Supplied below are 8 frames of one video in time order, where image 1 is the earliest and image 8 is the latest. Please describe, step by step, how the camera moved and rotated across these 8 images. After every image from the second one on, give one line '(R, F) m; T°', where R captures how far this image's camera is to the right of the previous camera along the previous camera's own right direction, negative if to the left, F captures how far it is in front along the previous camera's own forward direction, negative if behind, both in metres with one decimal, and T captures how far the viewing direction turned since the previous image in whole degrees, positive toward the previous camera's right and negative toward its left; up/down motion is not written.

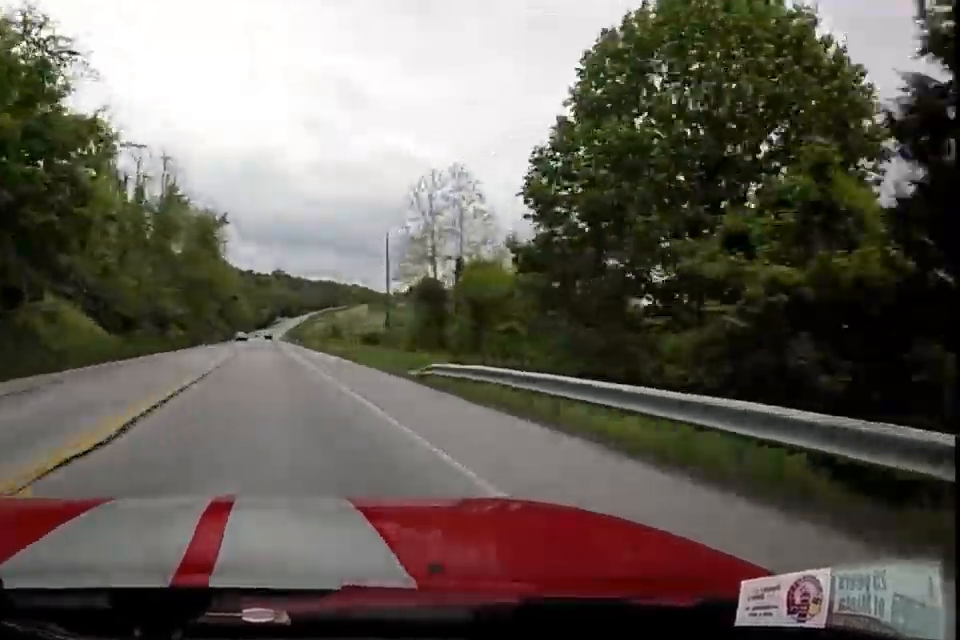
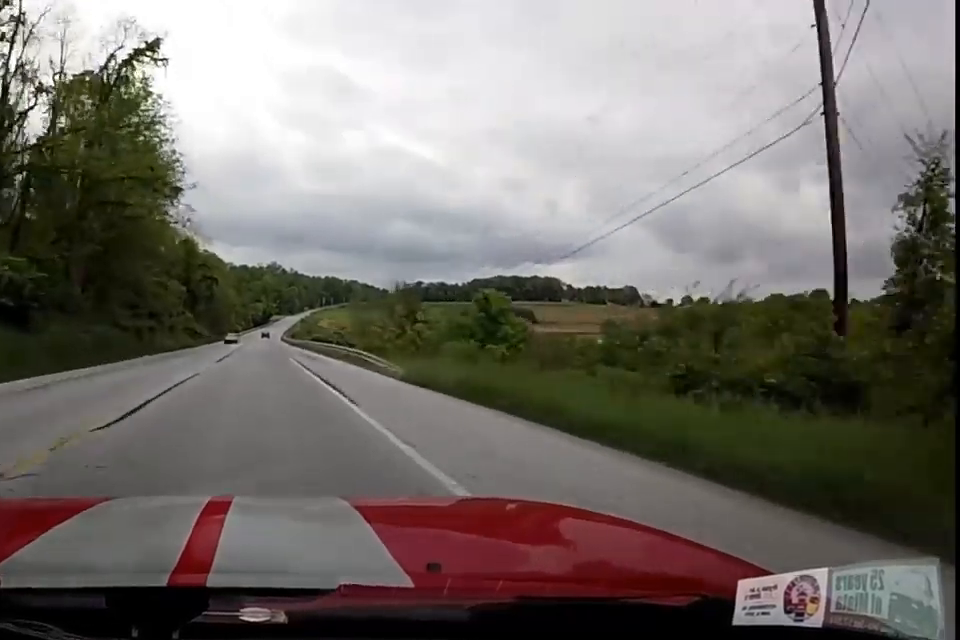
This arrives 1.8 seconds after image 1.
(-0.1, +50.9) m; -1°
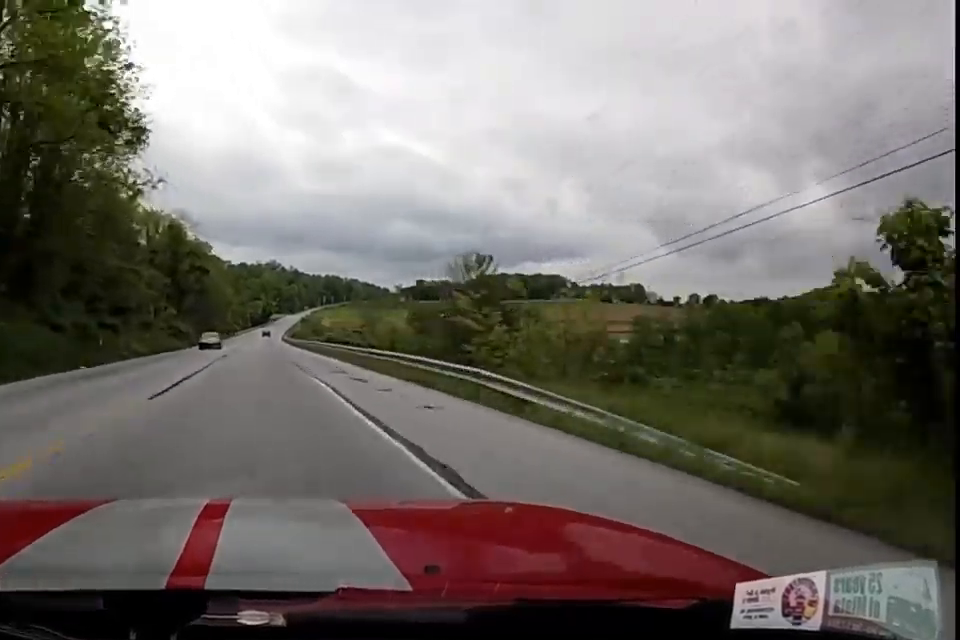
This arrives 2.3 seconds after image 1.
(+0.2, +15.2) m; -1°
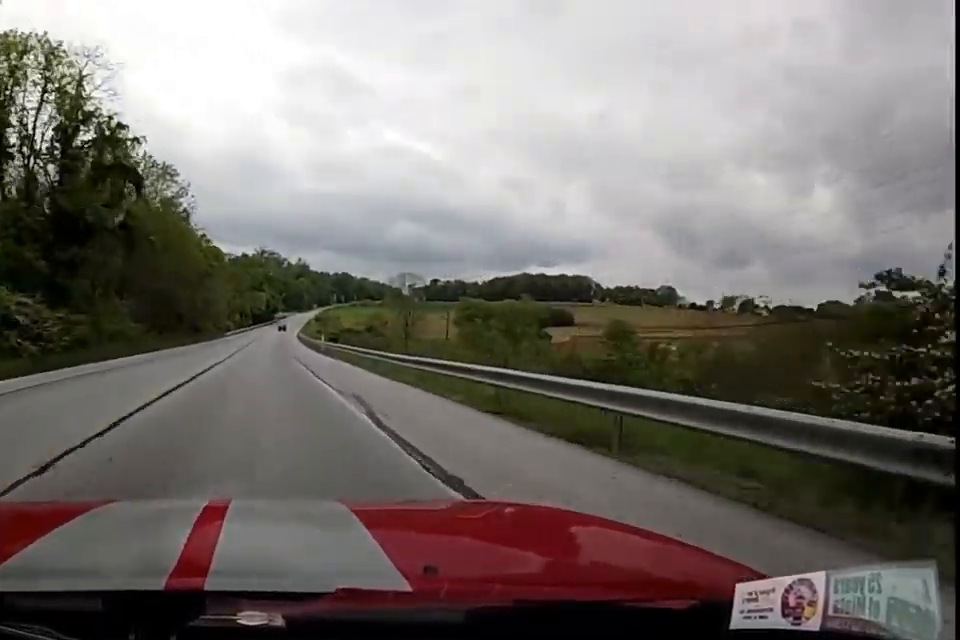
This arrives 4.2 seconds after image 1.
(-0.3, +52.9) m; +1°
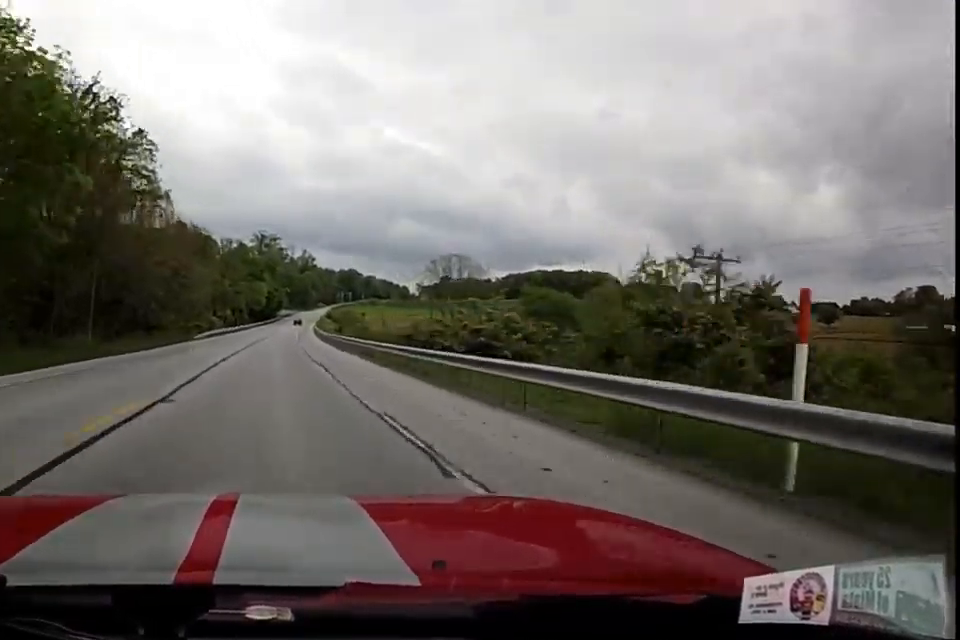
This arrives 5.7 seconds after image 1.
(+0.4, +43.1) m; +1°
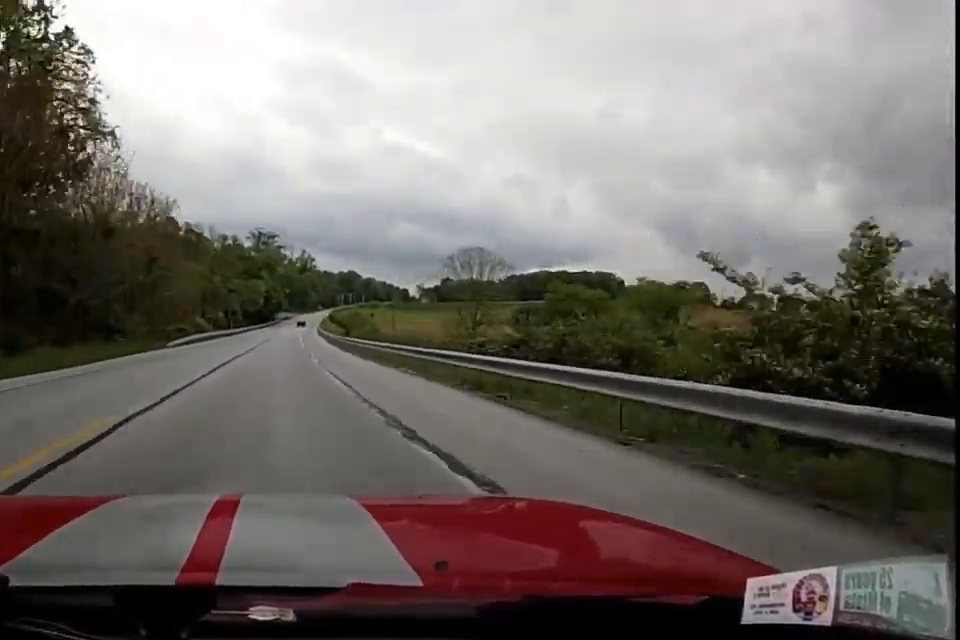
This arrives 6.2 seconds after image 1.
(0.0, +14.5) m; 0°
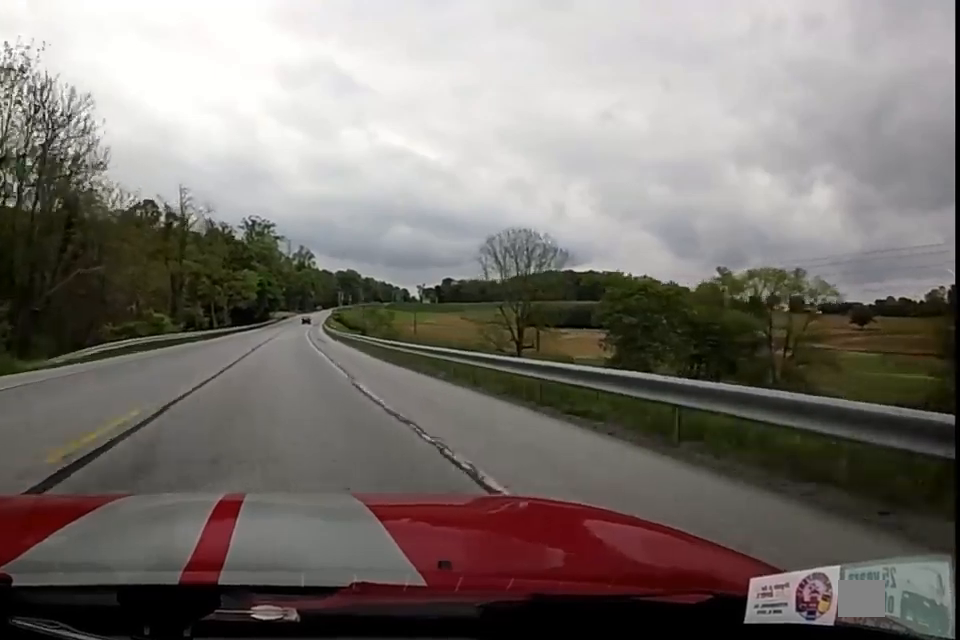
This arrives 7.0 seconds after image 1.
(0.0, +24.2) m; 0°
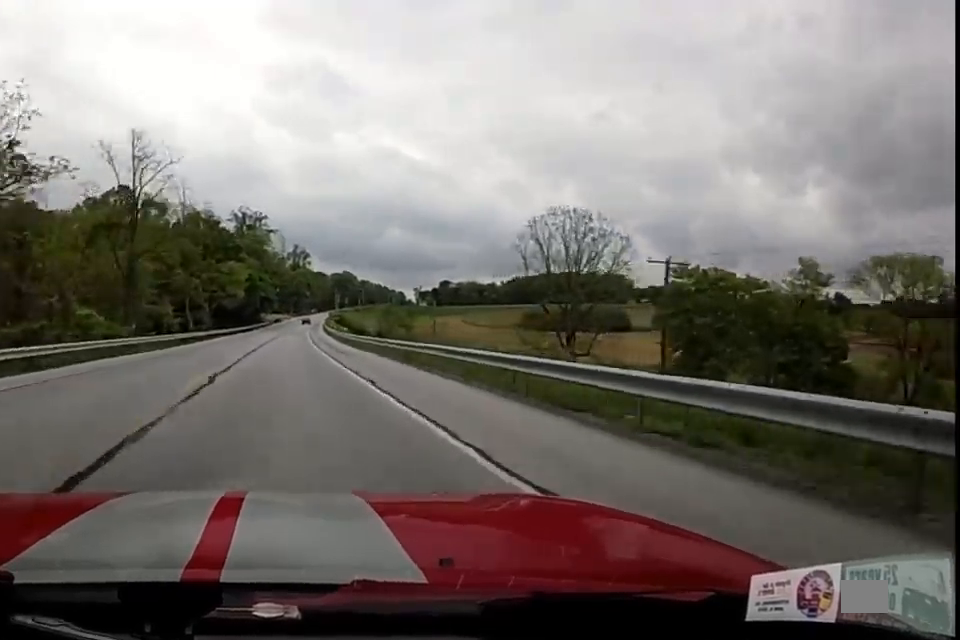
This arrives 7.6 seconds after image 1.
(0.0, +18.5) m; +1°
